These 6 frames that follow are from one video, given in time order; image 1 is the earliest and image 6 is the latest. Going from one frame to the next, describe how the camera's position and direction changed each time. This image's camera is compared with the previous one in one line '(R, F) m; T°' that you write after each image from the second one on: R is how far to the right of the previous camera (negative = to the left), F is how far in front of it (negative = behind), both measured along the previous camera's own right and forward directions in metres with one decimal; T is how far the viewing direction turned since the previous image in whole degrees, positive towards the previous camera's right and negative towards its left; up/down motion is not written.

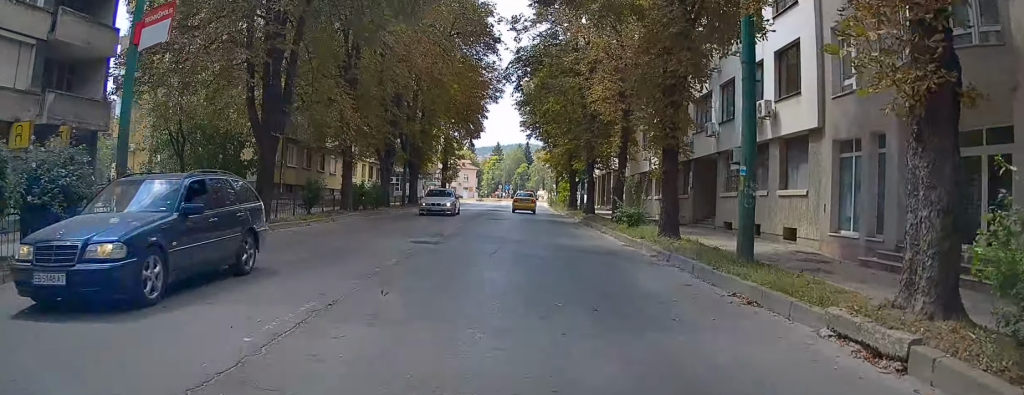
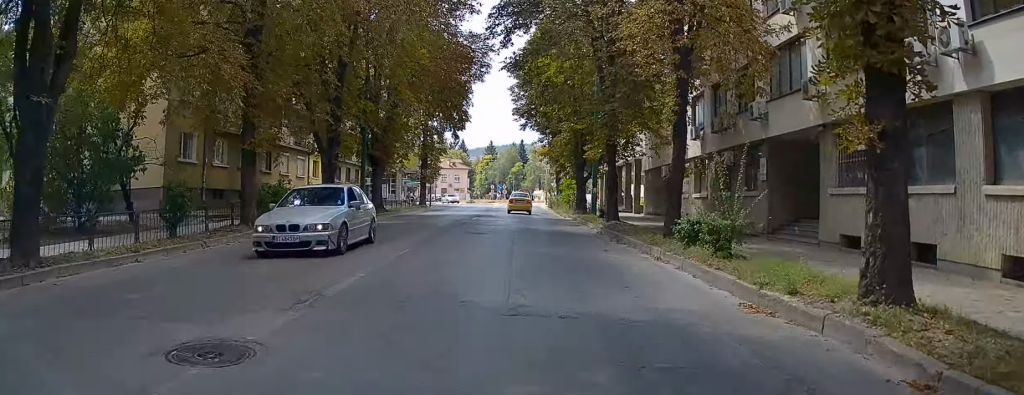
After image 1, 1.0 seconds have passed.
(+0.4, +10.3) m; +4°
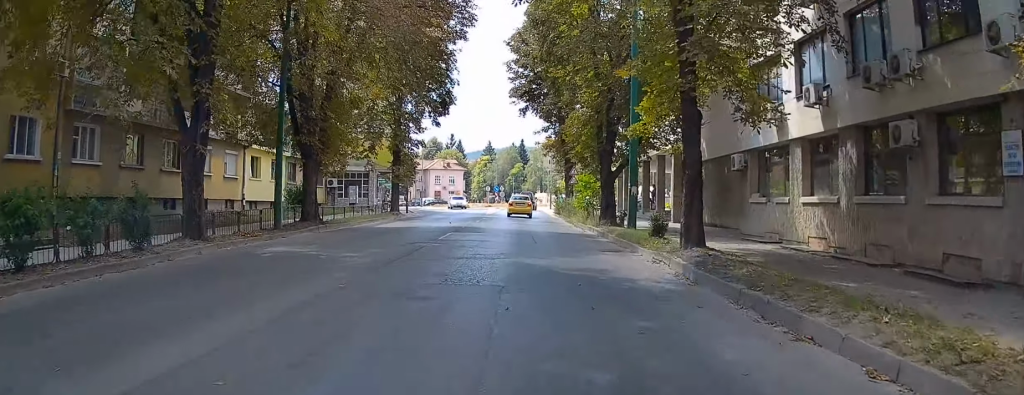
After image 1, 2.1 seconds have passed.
(+0.2, +12.1) m; -1°
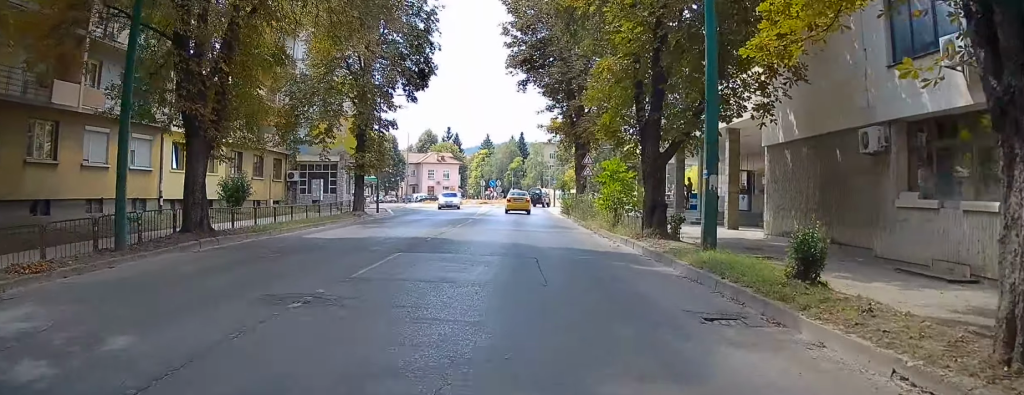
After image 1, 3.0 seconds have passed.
(-0.2, +9.6) m; 0°
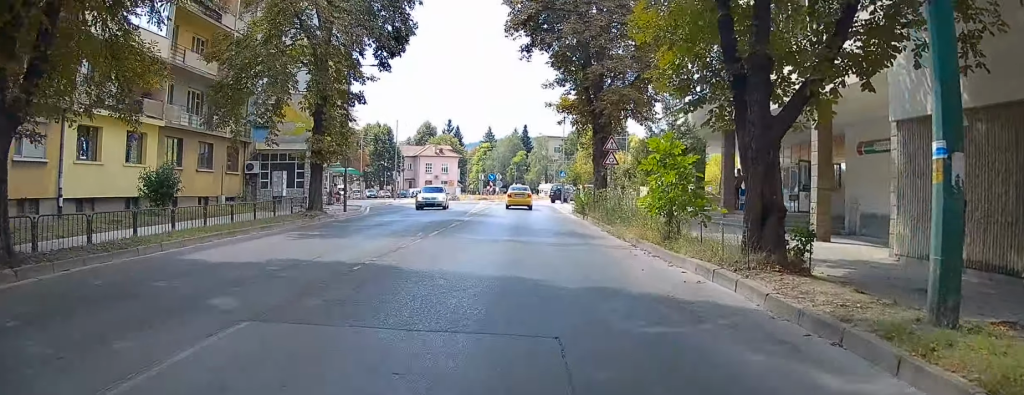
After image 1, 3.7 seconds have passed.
(+0.1, +7.7) m; +1°
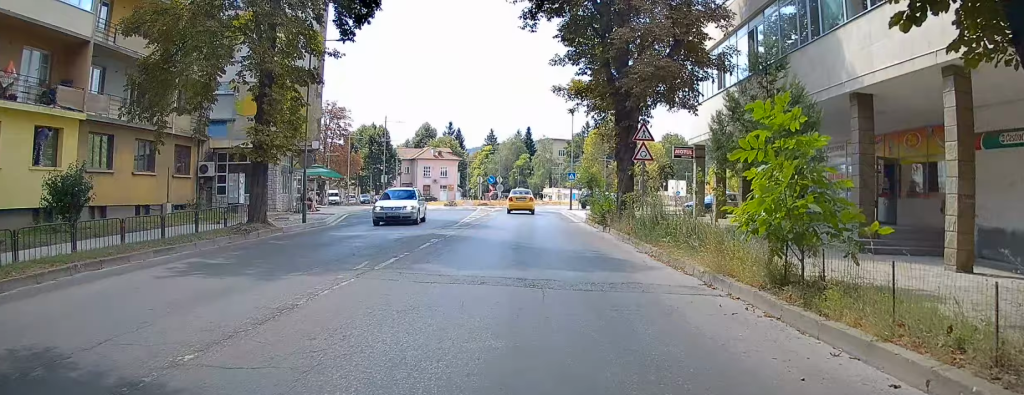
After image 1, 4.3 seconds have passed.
(+0.3, +6.3) m; 0°
